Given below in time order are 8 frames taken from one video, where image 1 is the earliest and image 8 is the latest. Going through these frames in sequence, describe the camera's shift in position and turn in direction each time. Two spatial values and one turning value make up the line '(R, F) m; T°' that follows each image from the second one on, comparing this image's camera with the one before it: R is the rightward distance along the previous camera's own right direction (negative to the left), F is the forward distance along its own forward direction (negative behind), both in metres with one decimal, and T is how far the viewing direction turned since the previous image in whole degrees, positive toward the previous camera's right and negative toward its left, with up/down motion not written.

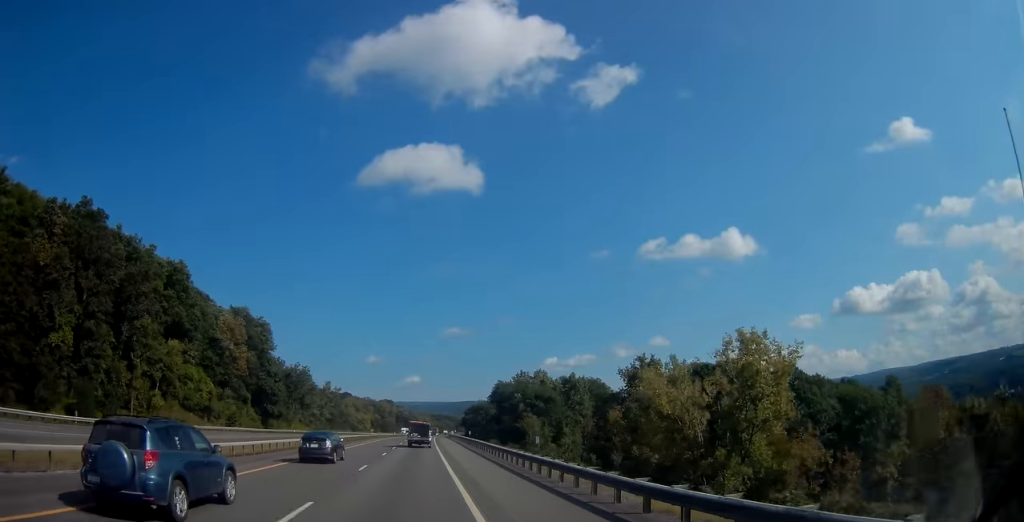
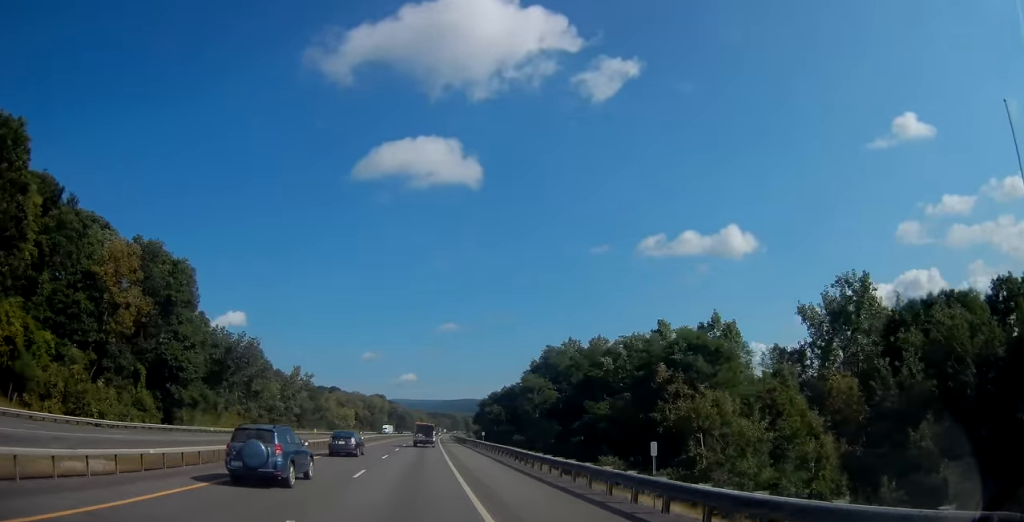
(-0.2, +51.6) m; 0°
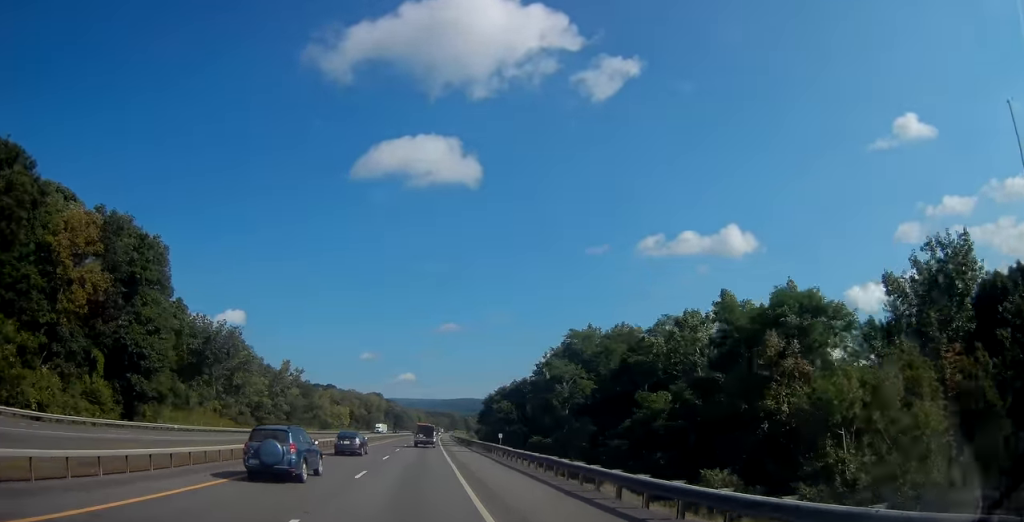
(0.0, +12.1) m; 0°
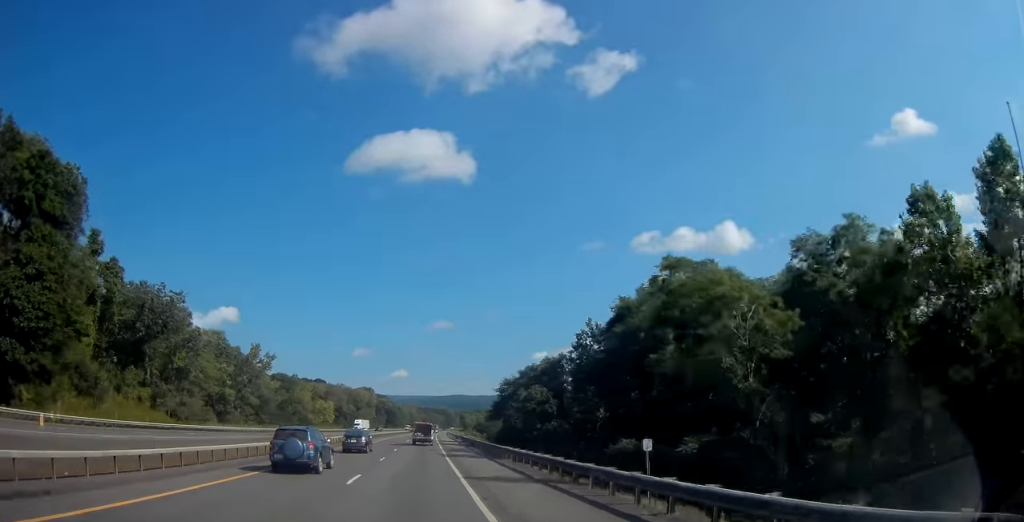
(+0.2, +26.2) m; +1°
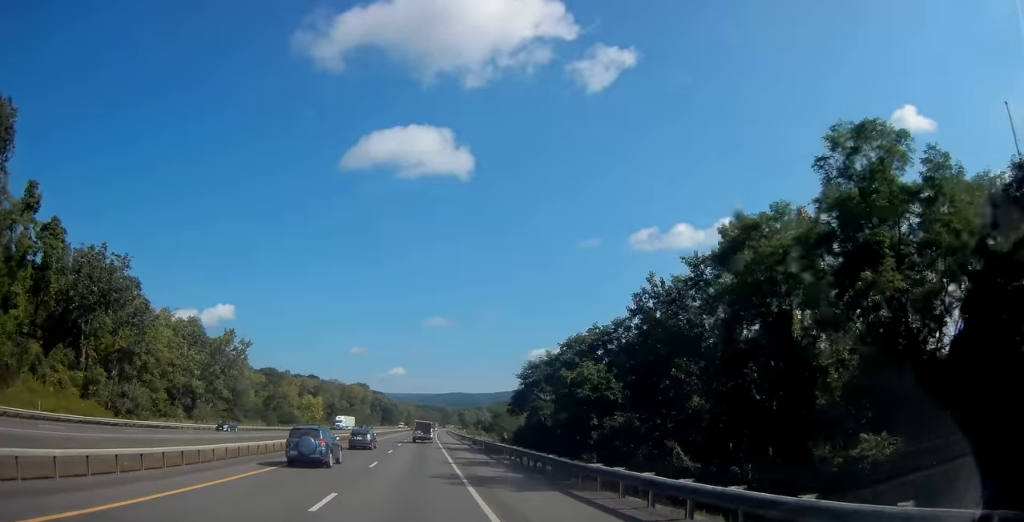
(+0.1, +18.1) m; 0°
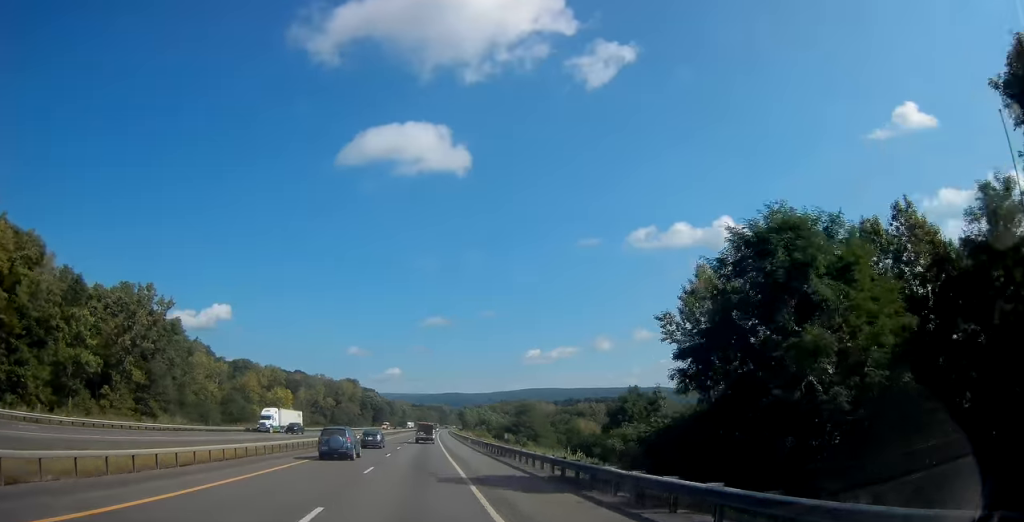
(-0.1, +39.2) m; 0°
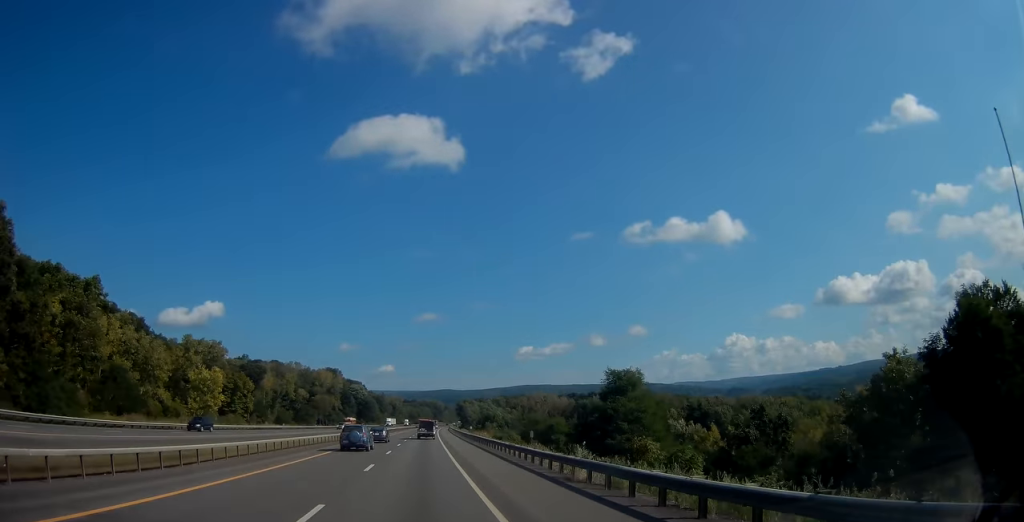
(+0.7, +49.0) m; +1°
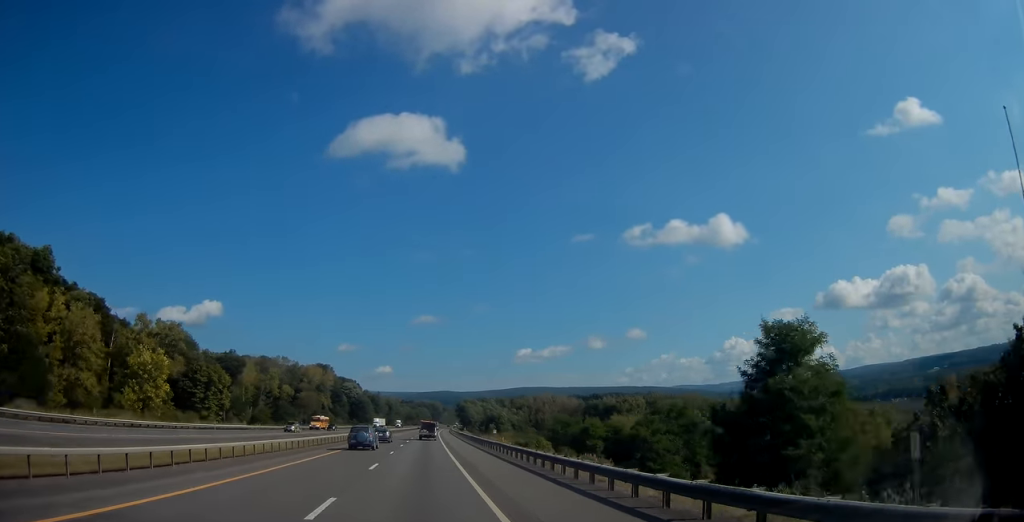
(-0.3, +22.8) m; 0°
